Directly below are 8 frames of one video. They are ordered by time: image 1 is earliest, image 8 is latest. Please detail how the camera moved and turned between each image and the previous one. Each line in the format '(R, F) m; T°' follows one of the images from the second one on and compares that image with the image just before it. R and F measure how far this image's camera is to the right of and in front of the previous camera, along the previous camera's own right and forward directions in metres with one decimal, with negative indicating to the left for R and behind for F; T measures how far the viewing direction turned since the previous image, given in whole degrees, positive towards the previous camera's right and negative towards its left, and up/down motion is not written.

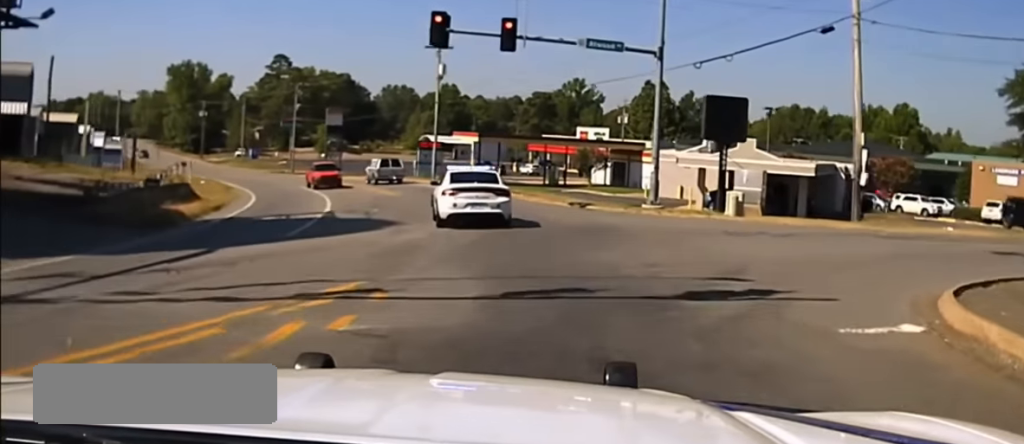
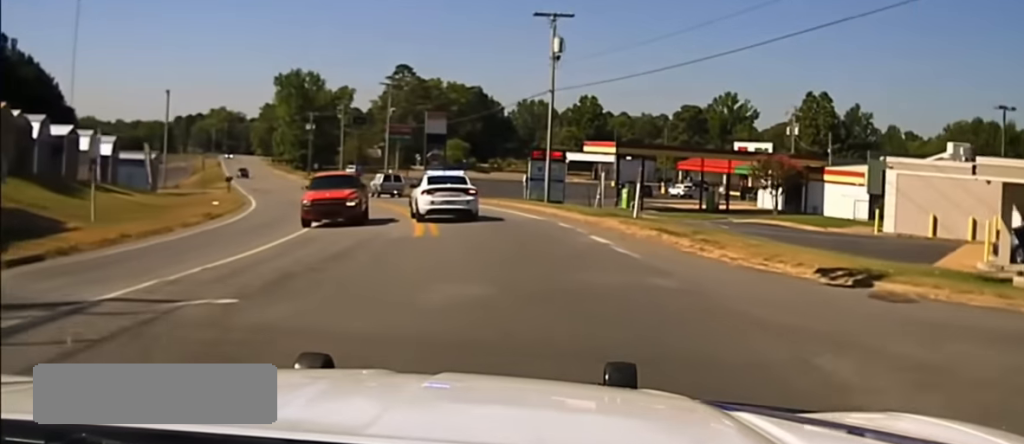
(-1.4, +21.9) m; -8°
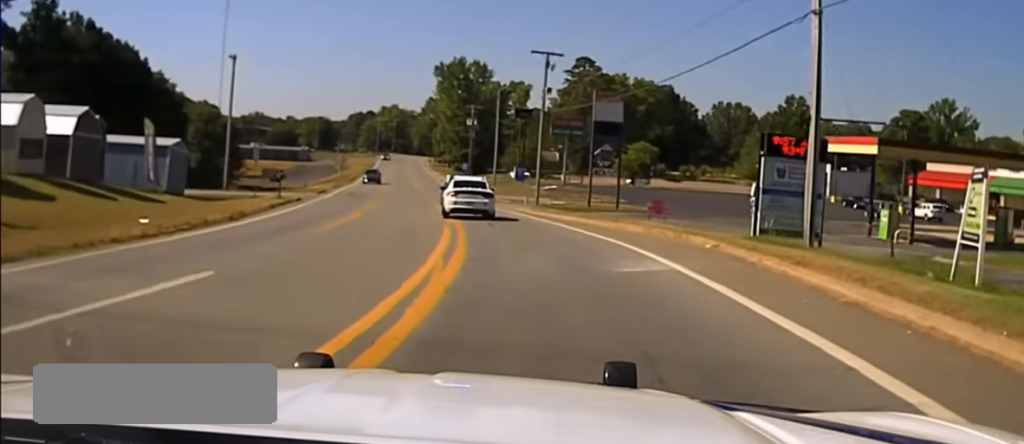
(-2.4, +25.3) m; -10°
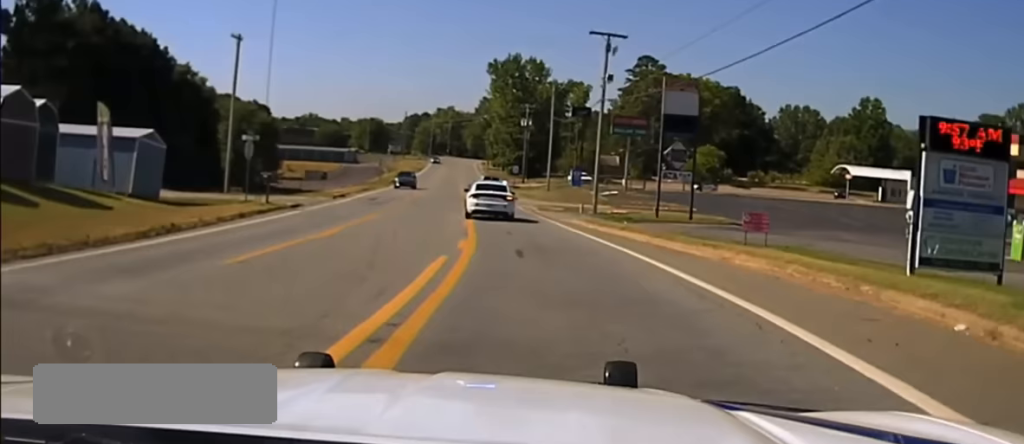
(-0.6, +11.0) m; -2°
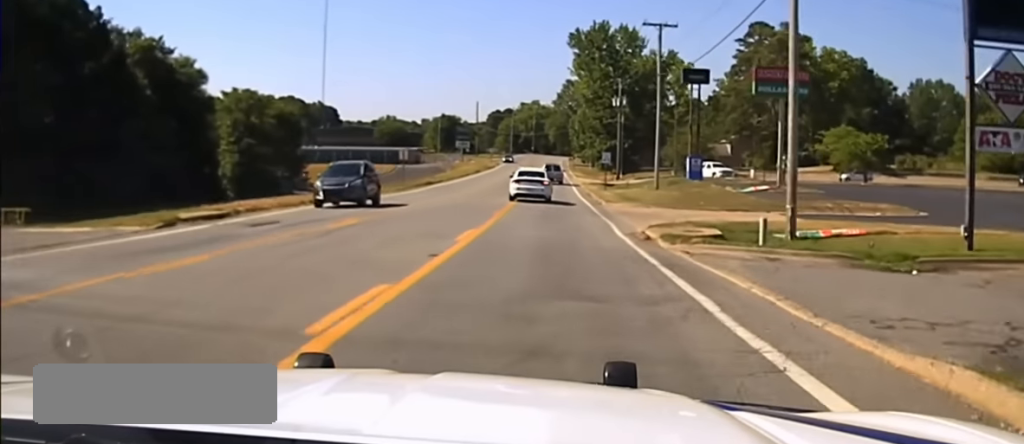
(-2.1, +35.5) m; -5°
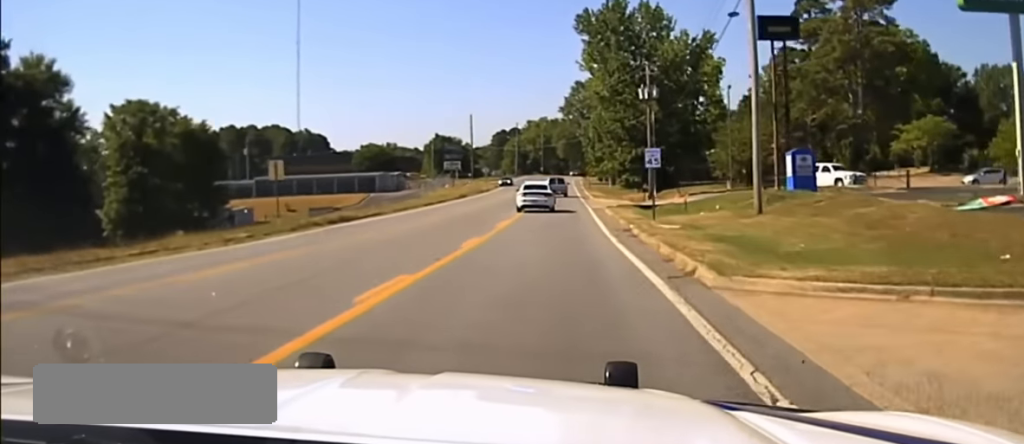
(-0.7, +35.2) m; -1°
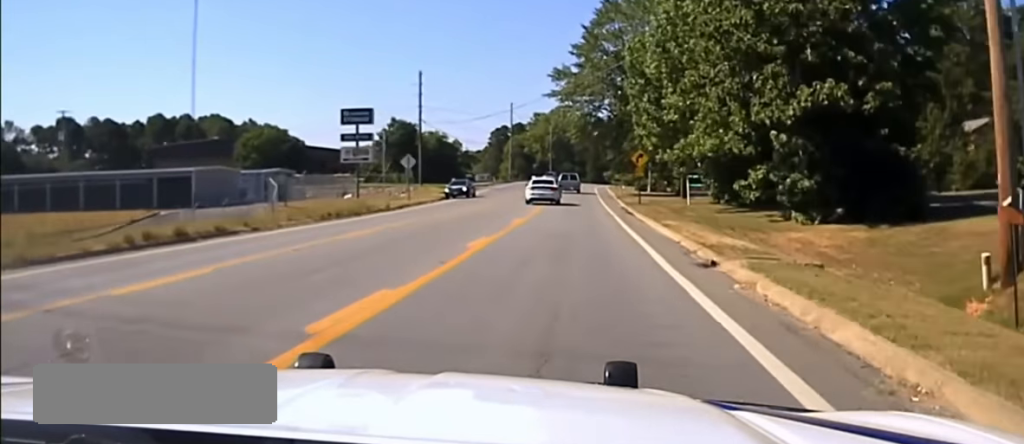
(-0.3, +83.6) m; 0°
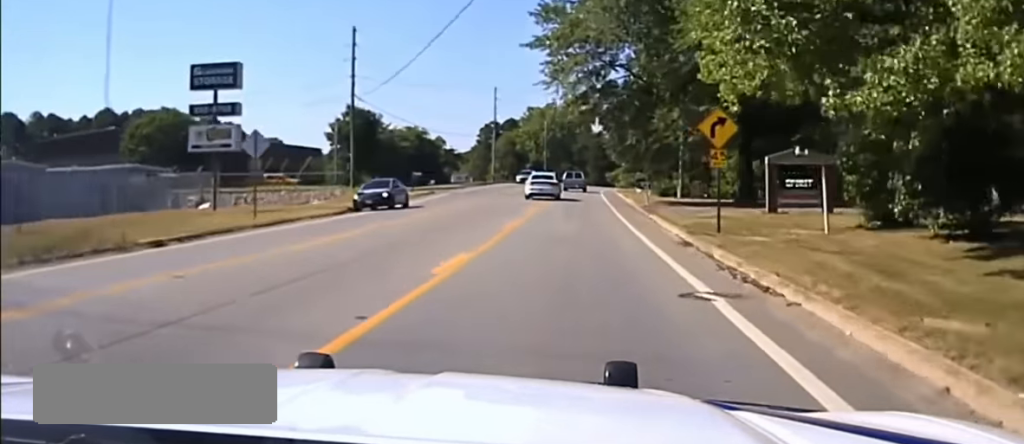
(+0.1, +28.9) m; 0°
